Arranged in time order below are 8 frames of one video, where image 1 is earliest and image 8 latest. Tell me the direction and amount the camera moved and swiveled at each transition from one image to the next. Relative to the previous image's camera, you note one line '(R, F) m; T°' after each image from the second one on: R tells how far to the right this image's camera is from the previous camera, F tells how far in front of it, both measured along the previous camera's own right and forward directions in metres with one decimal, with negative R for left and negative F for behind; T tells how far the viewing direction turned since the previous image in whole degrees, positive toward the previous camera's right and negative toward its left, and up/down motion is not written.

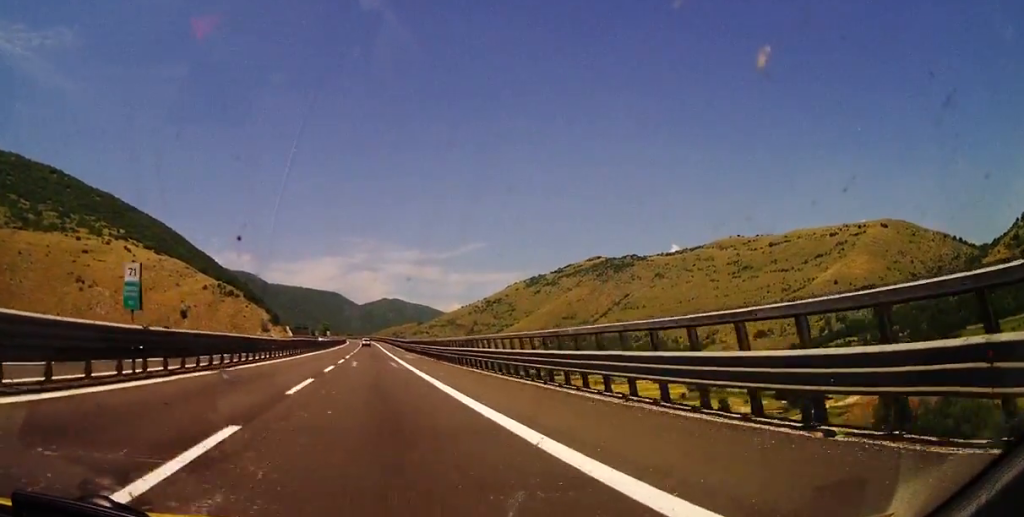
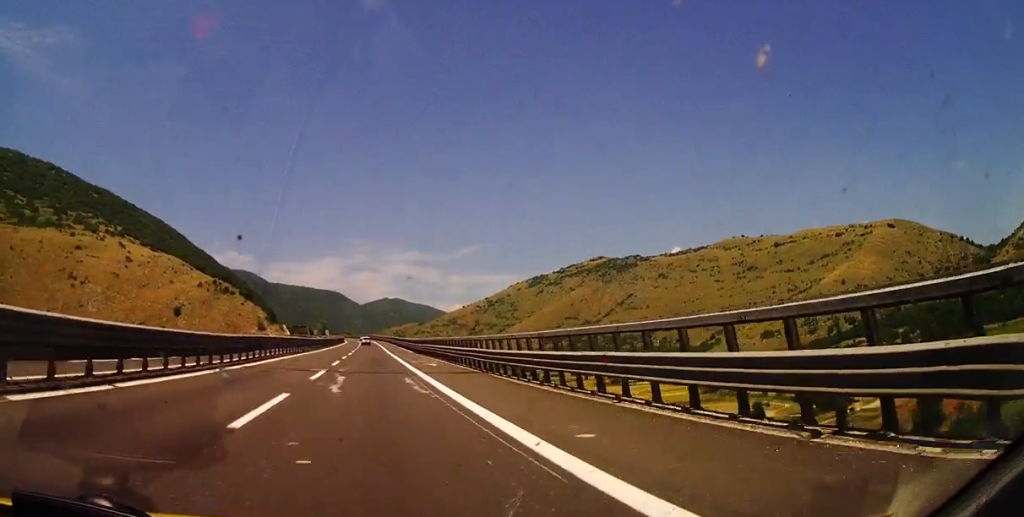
(+0.2, +17.8) m; 0°
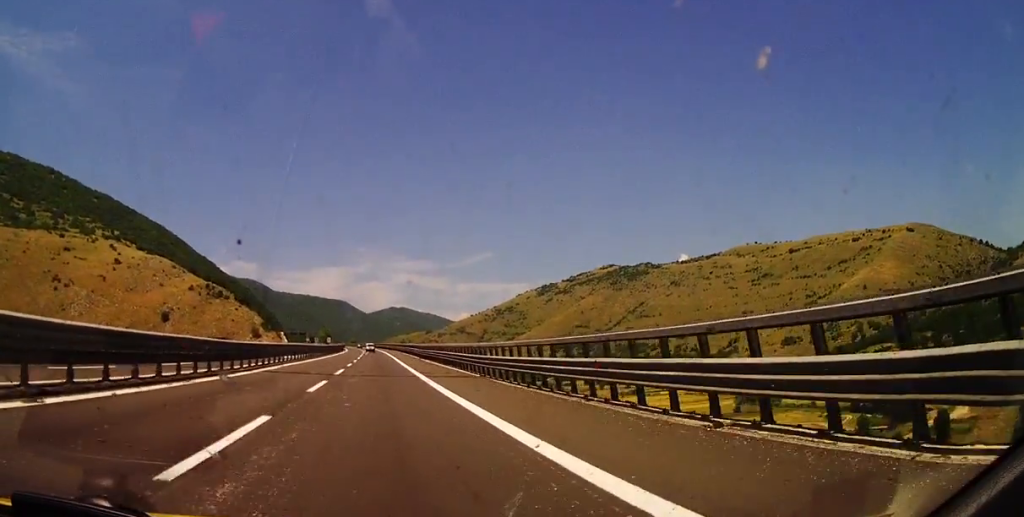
(+0.3, +39.3) m; 0°
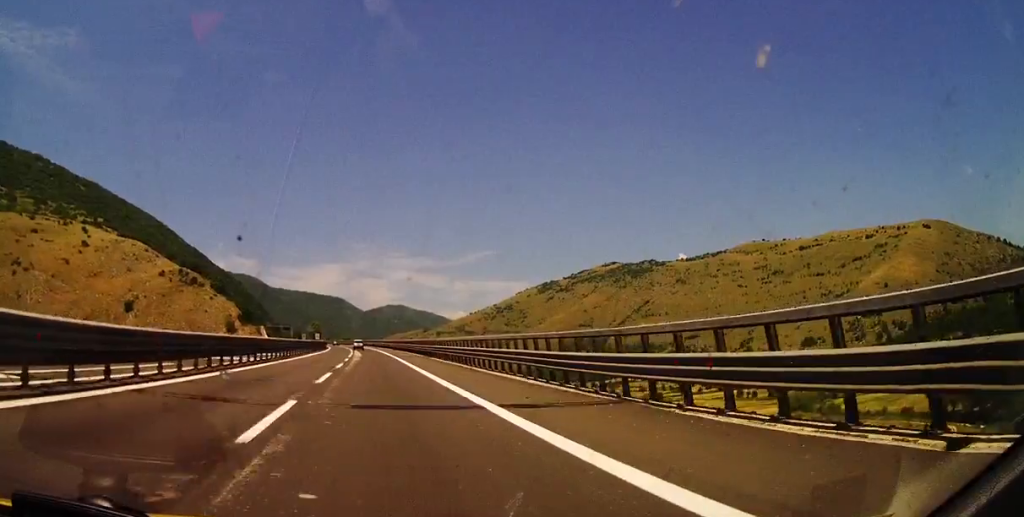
(-0.2, +58.3) m; 0°
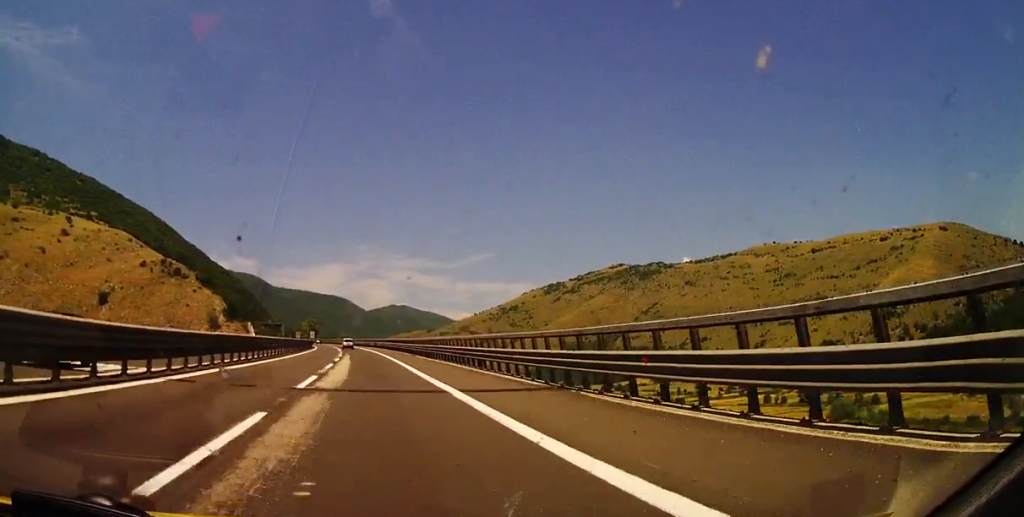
(+0.1, +38.4) m; 0°
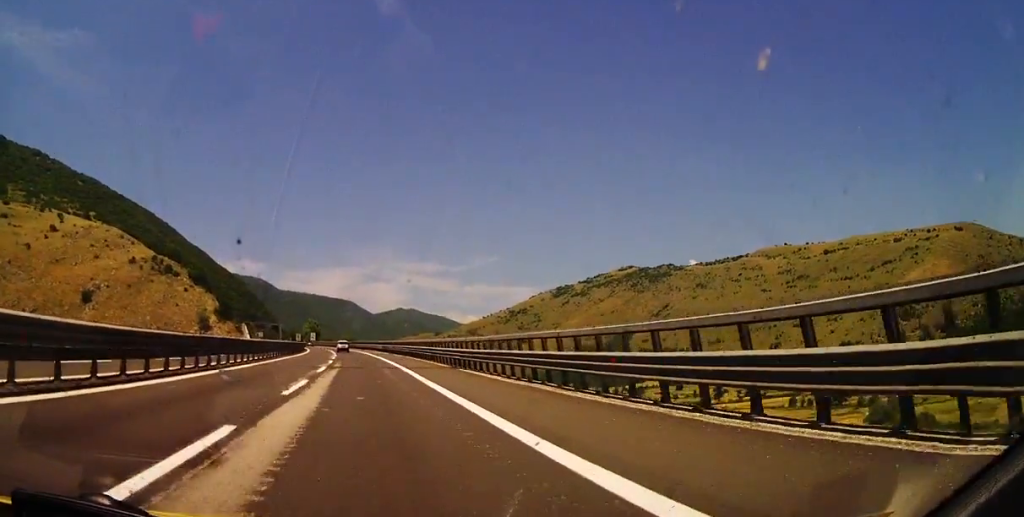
(+0.2, +25.8) m; 0°
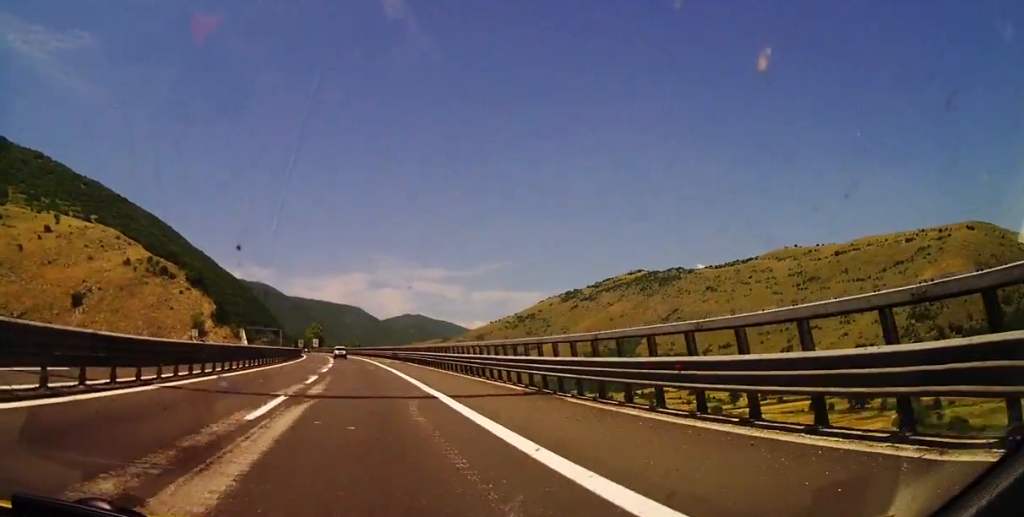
(-0.2, +16.4) m; -1°
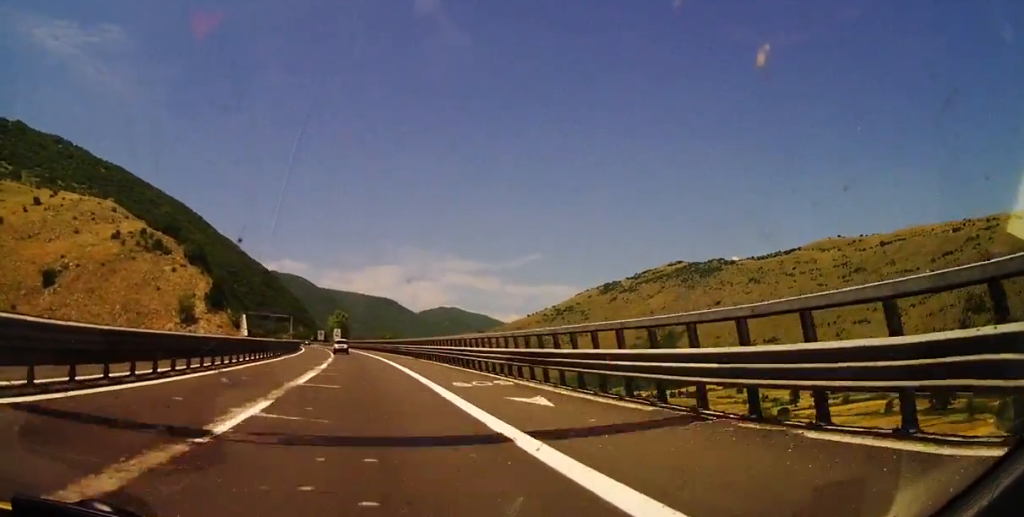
(-1.0, +50.5) m; -3°
